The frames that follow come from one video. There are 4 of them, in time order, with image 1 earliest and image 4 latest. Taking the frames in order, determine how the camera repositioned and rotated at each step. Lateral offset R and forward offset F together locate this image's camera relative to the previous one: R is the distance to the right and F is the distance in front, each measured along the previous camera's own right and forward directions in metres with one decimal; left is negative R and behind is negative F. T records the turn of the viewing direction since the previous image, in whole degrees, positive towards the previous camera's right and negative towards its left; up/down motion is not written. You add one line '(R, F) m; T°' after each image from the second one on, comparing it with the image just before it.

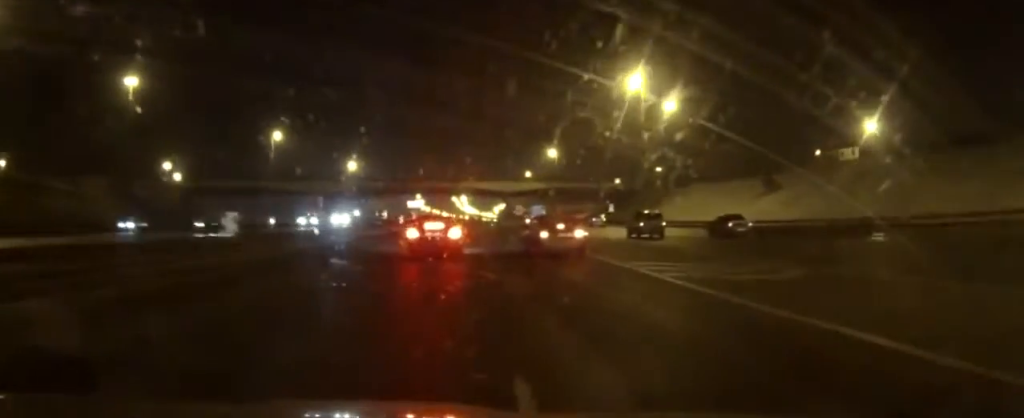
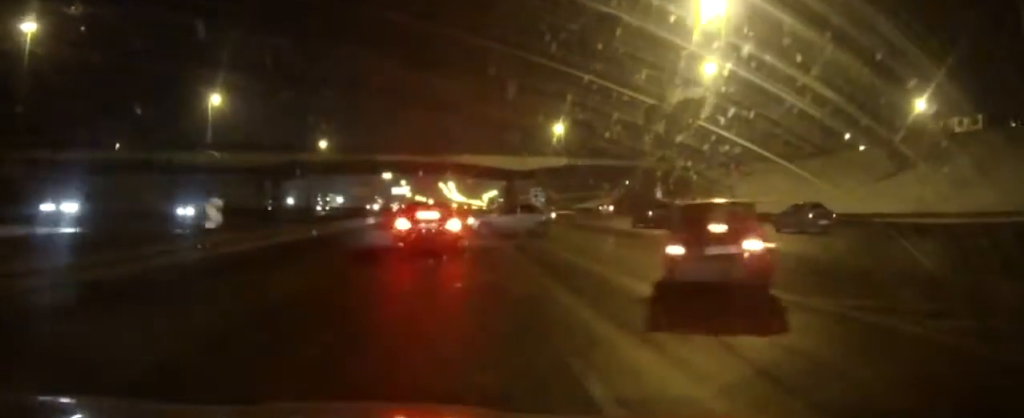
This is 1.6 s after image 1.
(0.0, +34.4) m; 0°
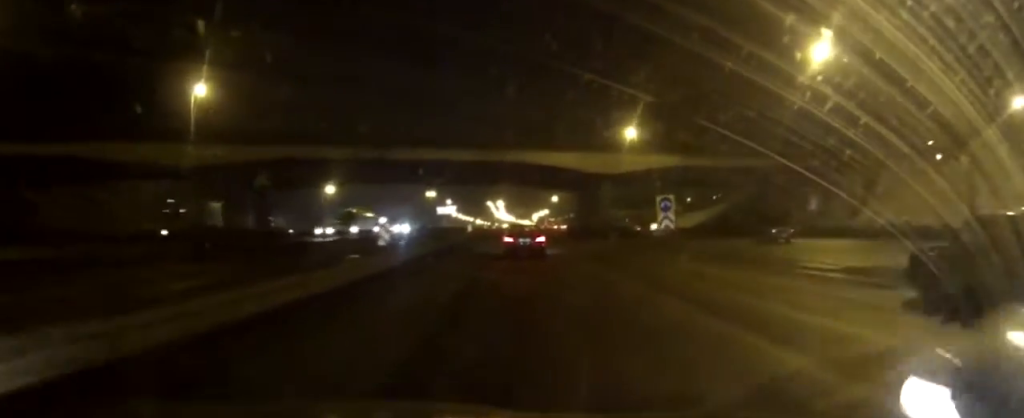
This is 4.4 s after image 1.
(-0.5, +30.8) m; 0°
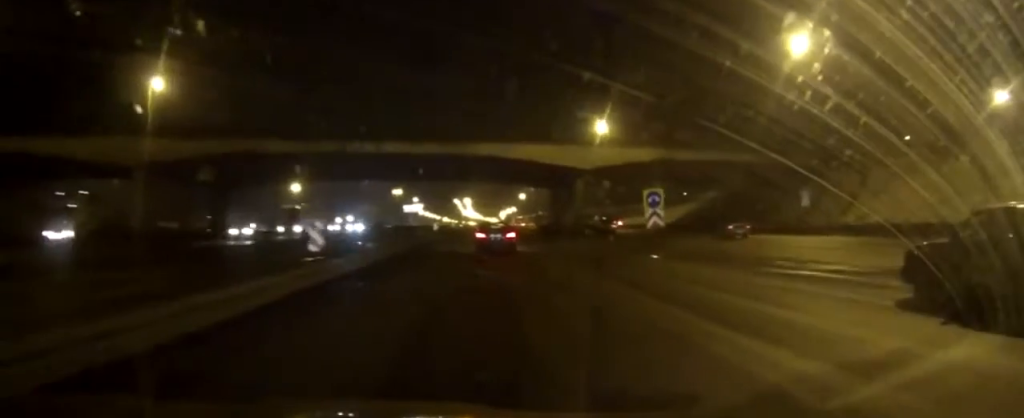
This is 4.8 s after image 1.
(+0.1, +4.3) m; +1°
